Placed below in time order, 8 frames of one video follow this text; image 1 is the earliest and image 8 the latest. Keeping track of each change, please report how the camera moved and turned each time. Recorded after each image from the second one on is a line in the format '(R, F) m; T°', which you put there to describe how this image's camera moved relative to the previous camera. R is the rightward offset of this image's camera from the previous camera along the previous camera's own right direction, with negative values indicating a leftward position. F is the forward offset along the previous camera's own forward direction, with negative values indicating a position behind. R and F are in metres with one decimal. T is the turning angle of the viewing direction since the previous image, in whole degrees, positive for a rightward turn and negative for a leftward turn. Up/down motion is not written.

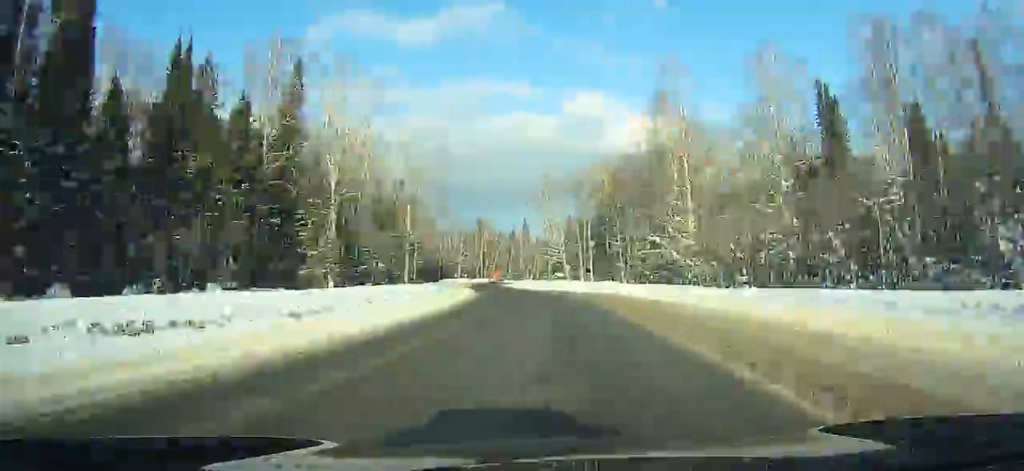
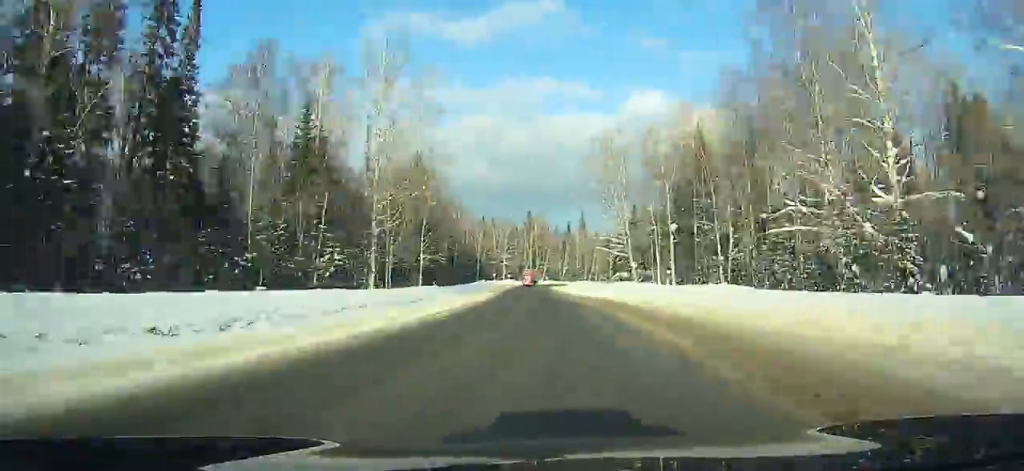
(-0.6, +34.4) m; -3°
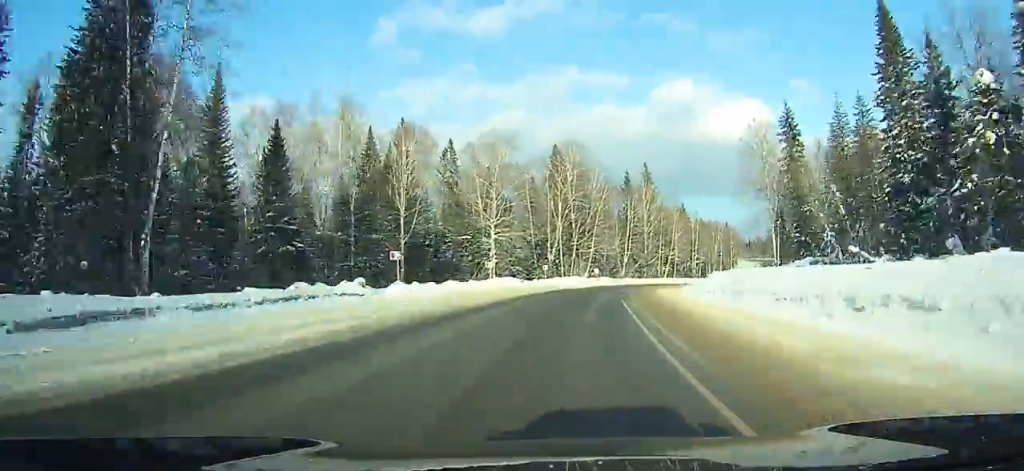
(-9.1, +113.6) m; -2°
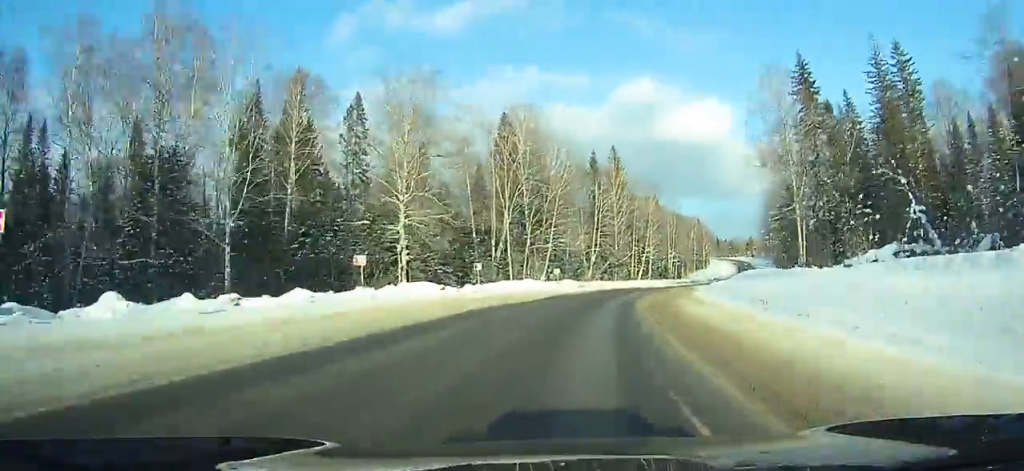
(+1.7, +26.4) m; +4°
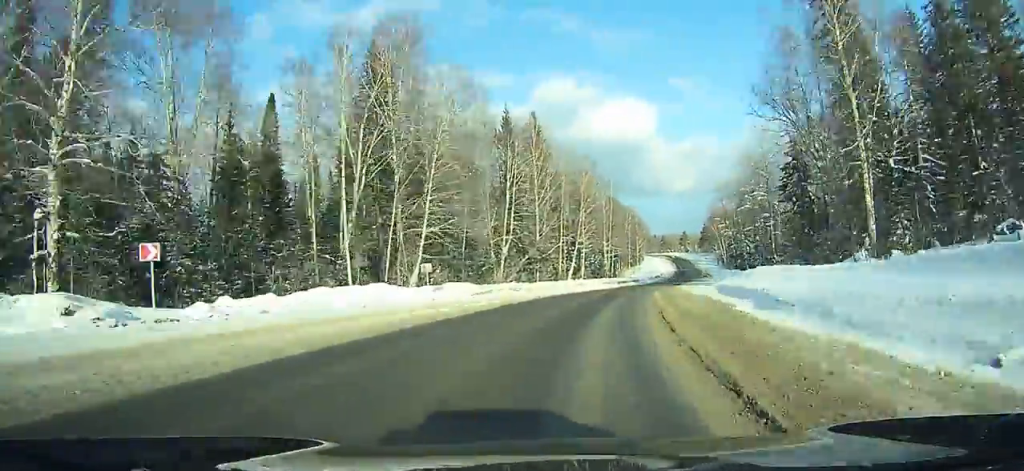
(-0.3, +34.5) m; +6°
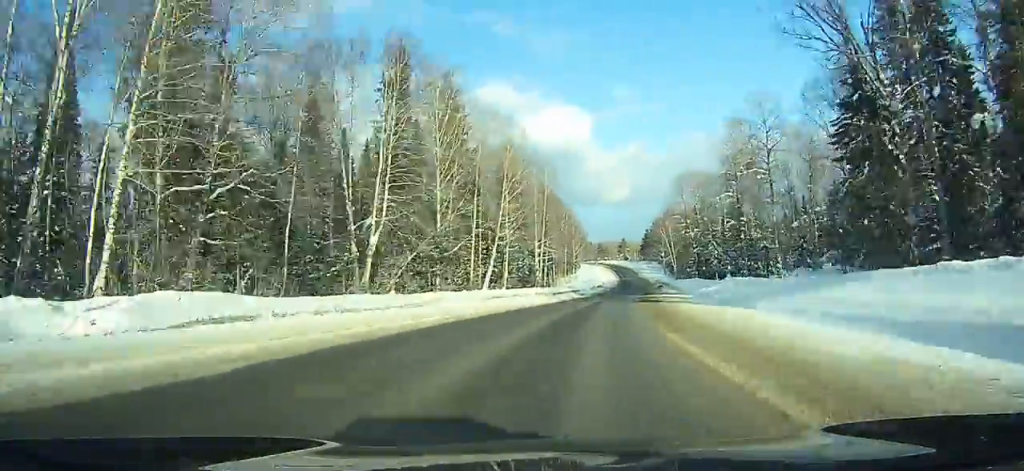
(+3.1, +28.9) m; +4°
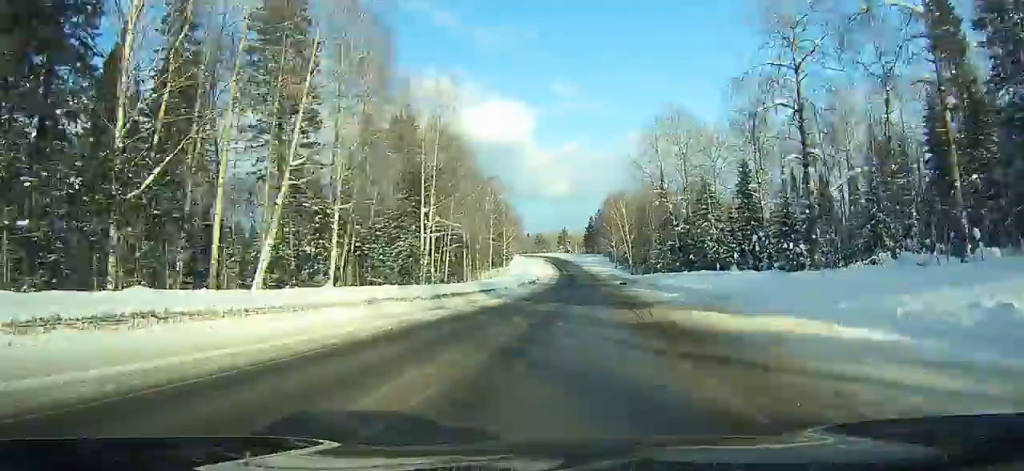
(+2.3, +41.9) m; +5°
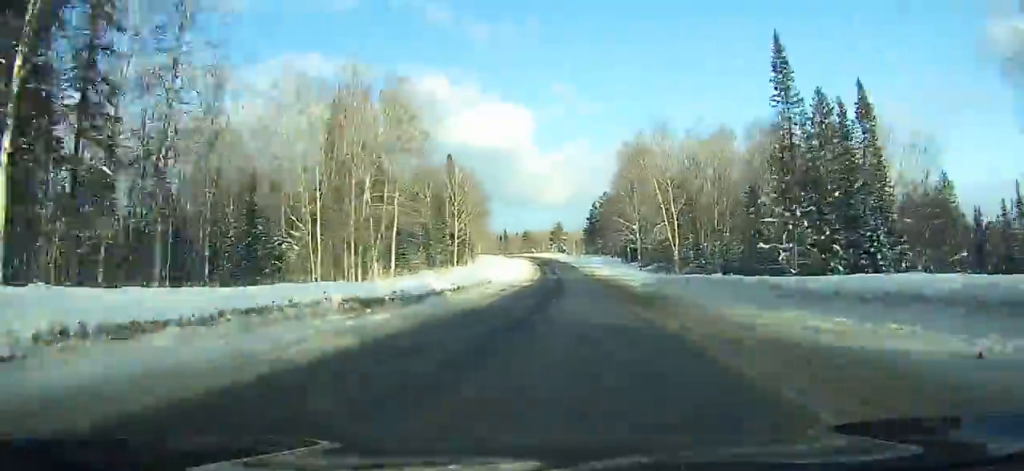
(+2.2, +71.5) m; +1°
